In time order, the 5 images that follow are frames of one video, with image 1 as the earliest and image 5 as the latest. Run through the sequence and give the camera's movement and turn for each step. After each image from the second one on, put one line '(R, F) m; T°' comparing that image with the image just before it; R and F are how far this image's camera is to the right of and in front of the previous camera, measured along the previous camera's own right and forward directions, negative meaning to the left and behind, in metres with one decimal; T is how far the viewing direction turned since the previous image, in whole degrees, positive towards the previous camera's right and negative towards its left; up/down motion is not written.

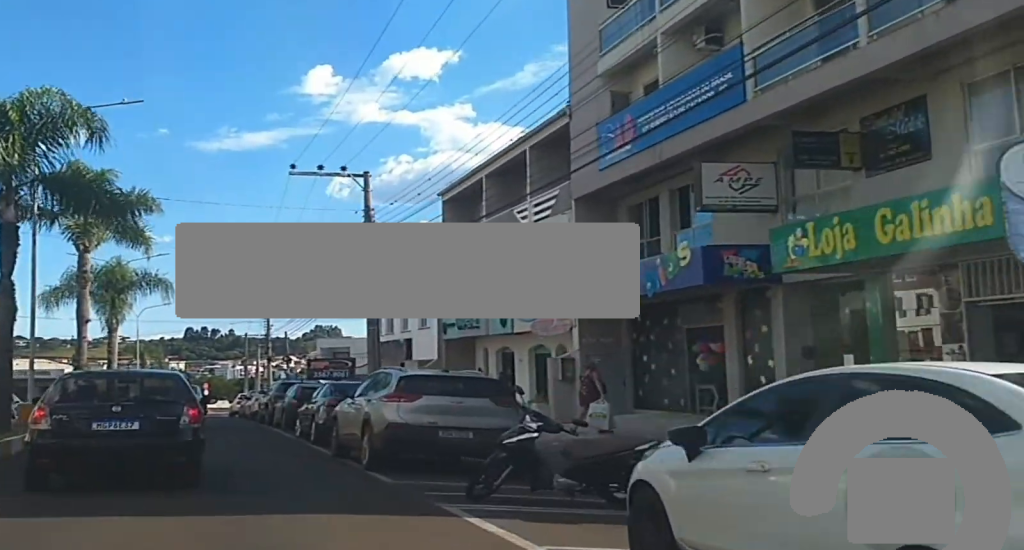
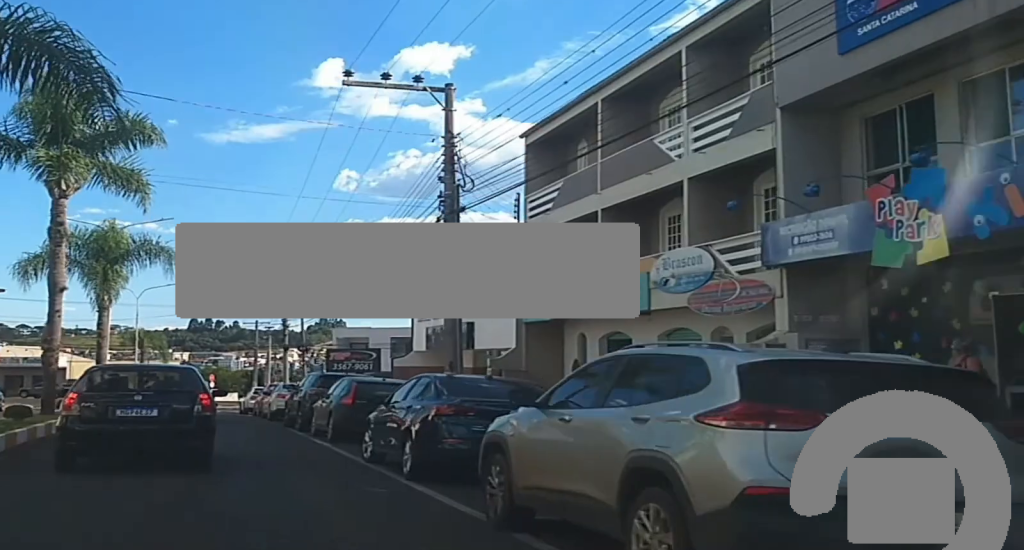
(+0.1, +8.5) m; +3°
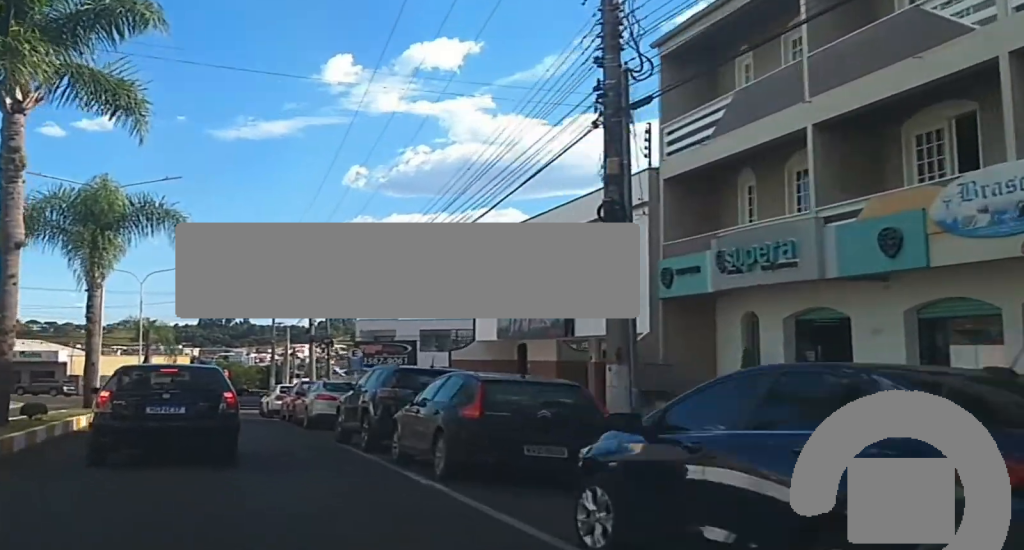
(+0.2, +7.4) m; +2°
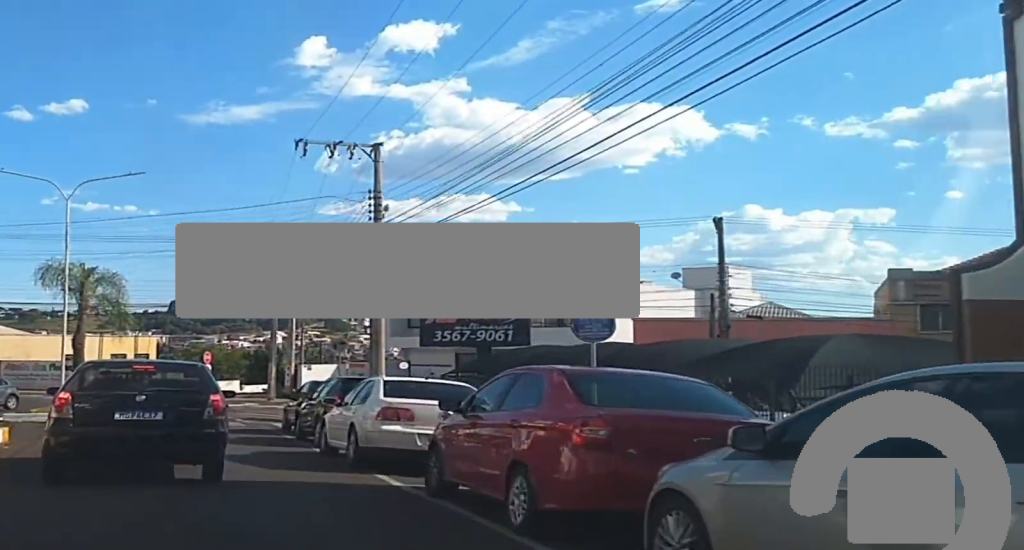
(+0.1, +22.5) m; 0°
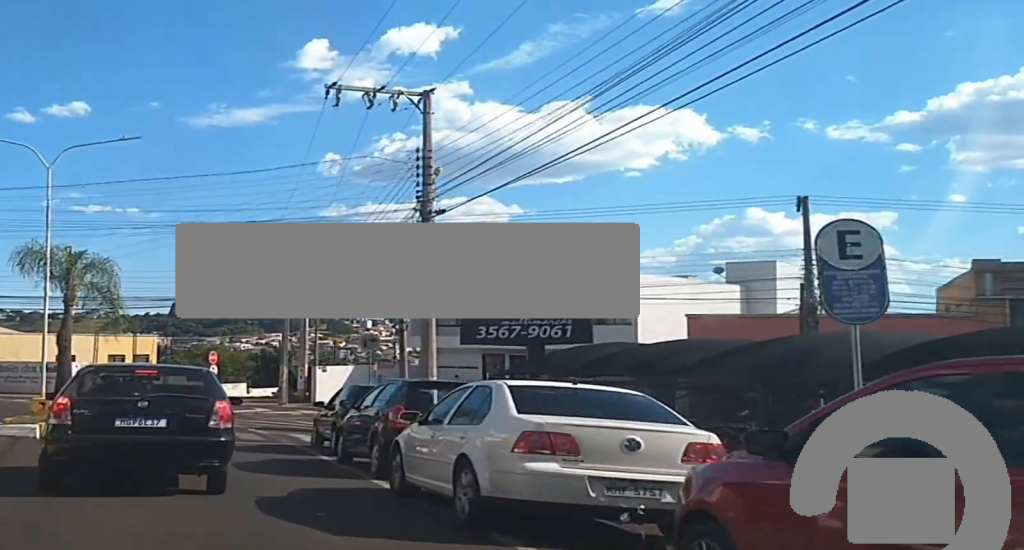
(0.0, +5.3) m; 0°
